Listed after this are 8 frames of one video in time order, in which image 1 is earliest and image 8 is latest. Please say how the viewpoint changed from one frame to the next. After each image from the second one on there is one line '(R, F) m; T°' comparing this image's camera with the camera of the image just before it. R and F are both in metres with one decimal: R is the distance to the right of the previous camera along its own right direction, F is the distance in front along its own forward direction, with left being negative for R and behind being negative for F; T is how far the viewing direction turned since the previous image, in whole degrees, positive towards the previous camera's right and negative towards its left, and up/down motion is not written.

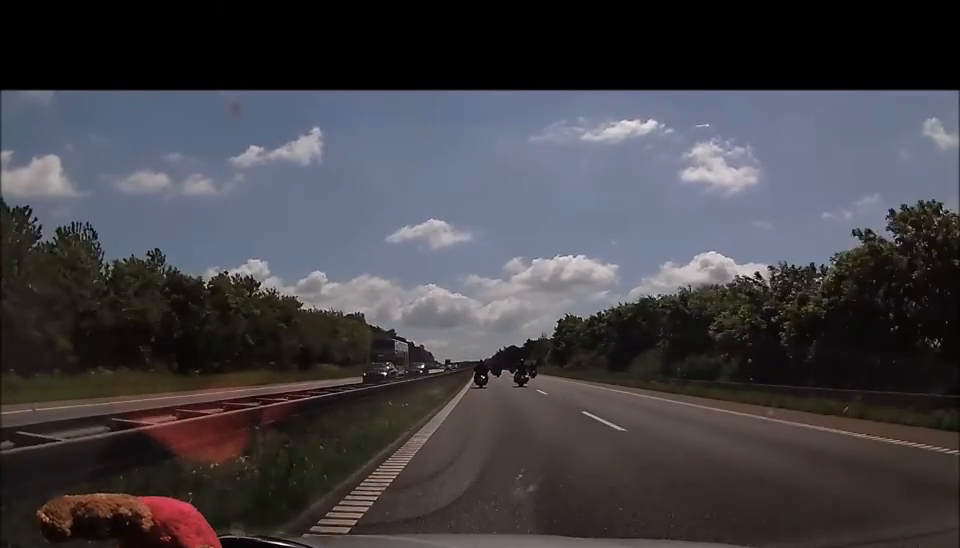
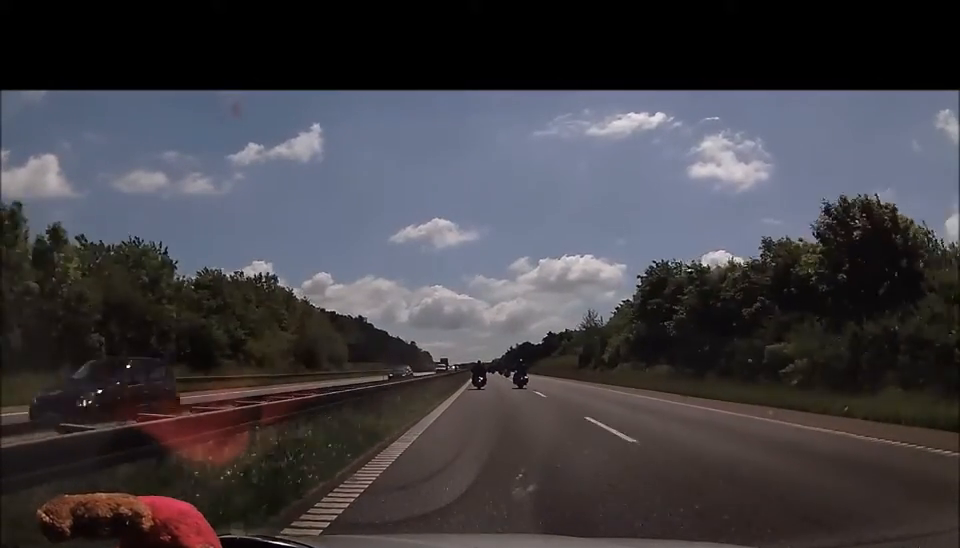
(-0.4, +58.5) m; -1°
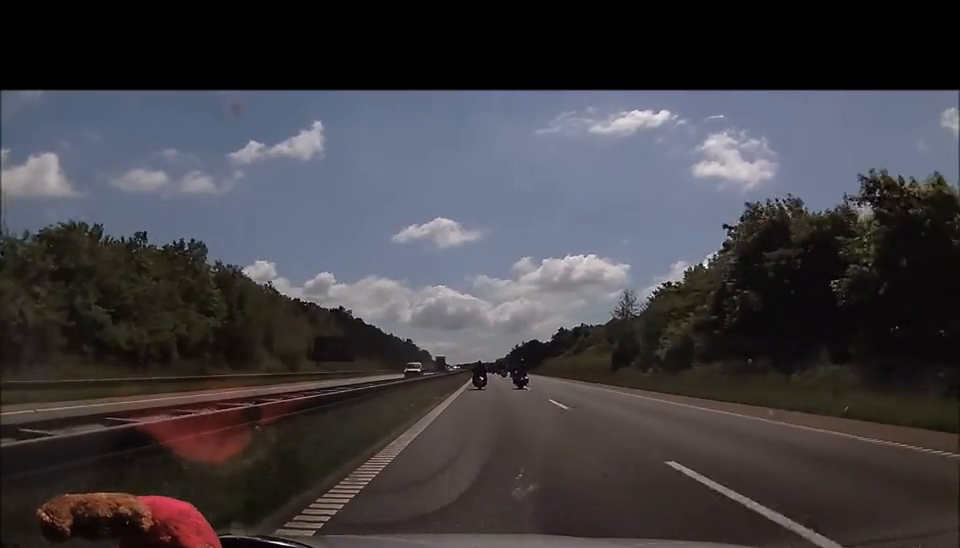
(0.0, +22.0) m; 0°
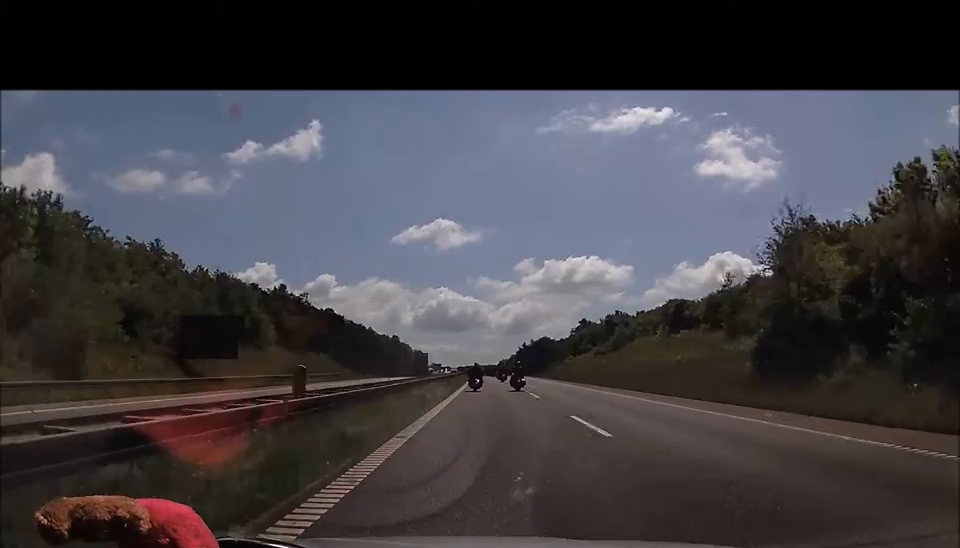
(-0.3, +37.0) m; -1°
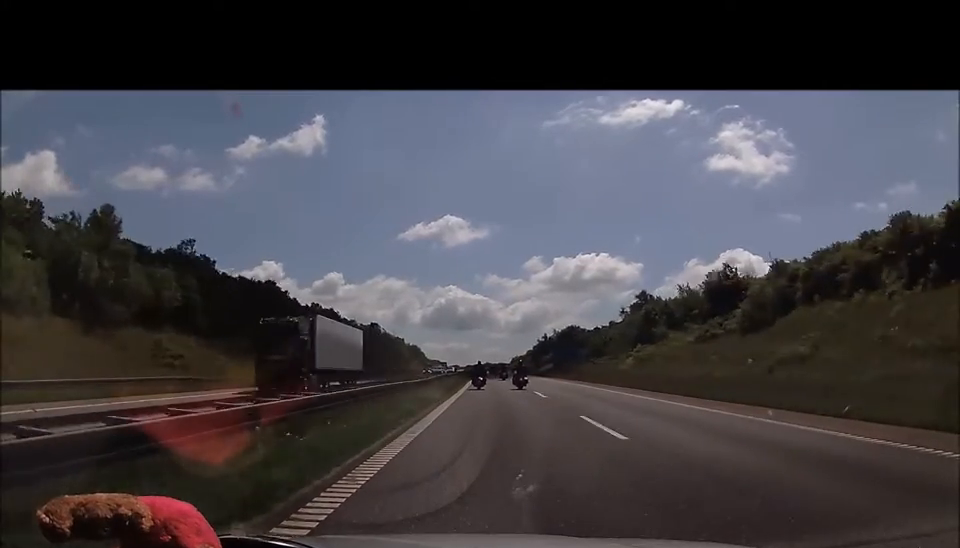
(-0.1, +46.0) m; -1°
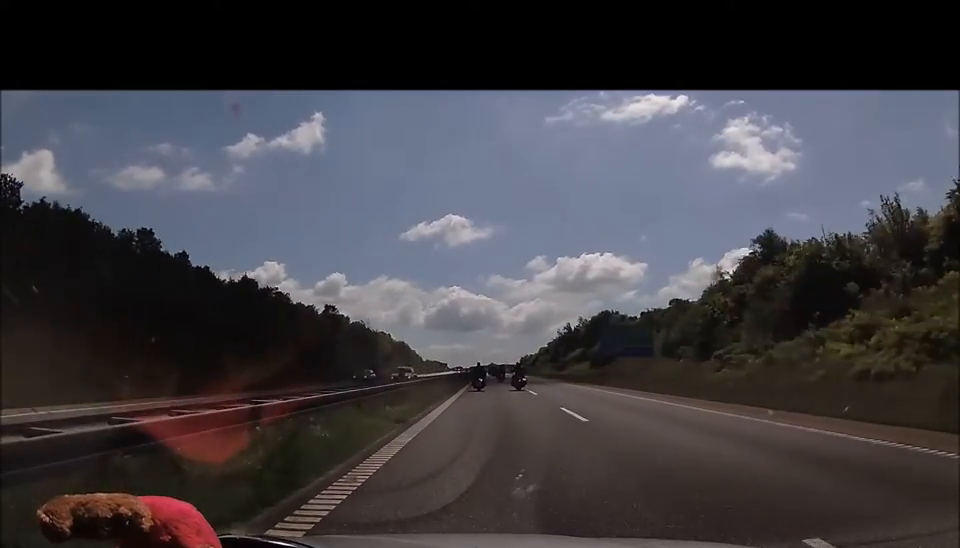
(-0.3, +43.4) m; -1°
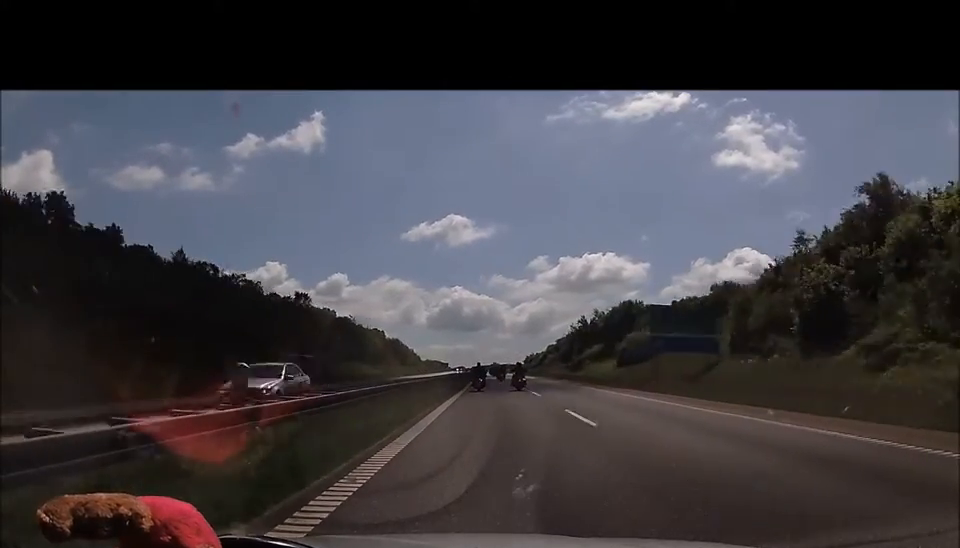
(+0.1, +13.7) m; 0°
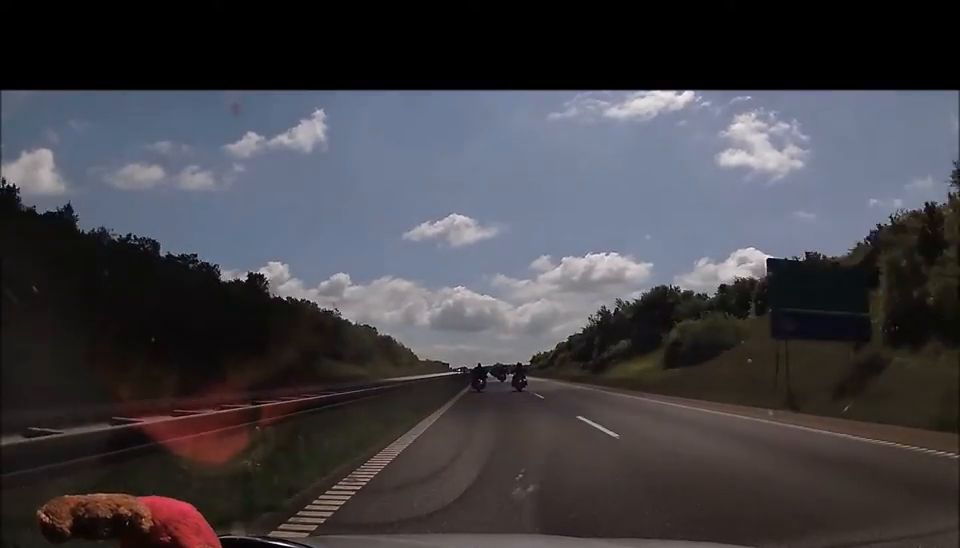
(-0.1, +17.1) m; 0°
